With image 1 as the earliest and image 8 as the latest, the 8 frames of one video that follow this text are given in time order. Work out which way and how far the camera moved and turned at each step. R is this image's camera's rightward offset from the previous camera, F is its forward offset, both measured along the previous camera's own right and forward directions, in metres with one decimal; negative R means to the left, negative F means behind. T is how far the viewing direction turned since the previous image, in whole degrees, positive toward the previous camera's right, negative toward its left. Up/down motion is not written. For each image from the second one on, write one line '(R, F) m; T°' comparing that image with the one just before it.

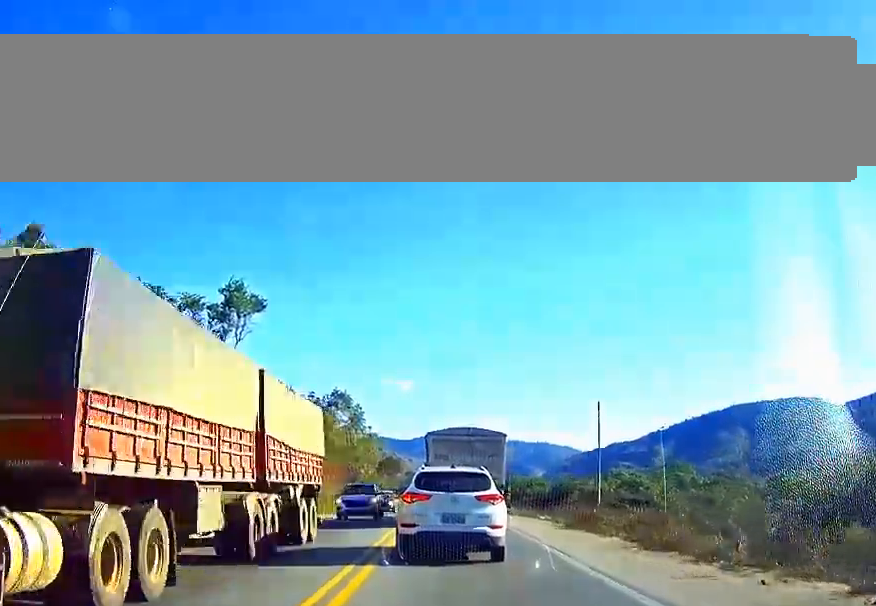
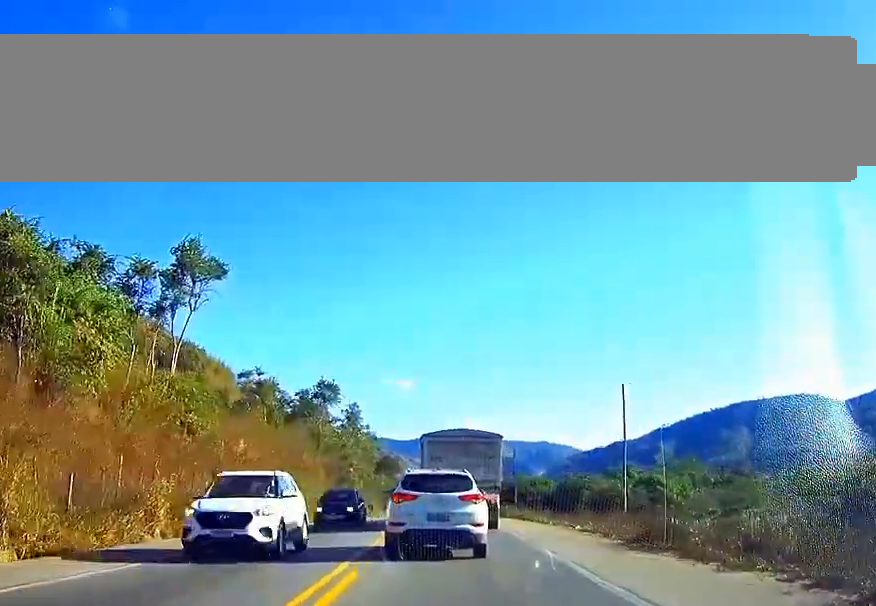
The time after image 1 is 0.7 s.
(-0.1, +10.5) m; 0°
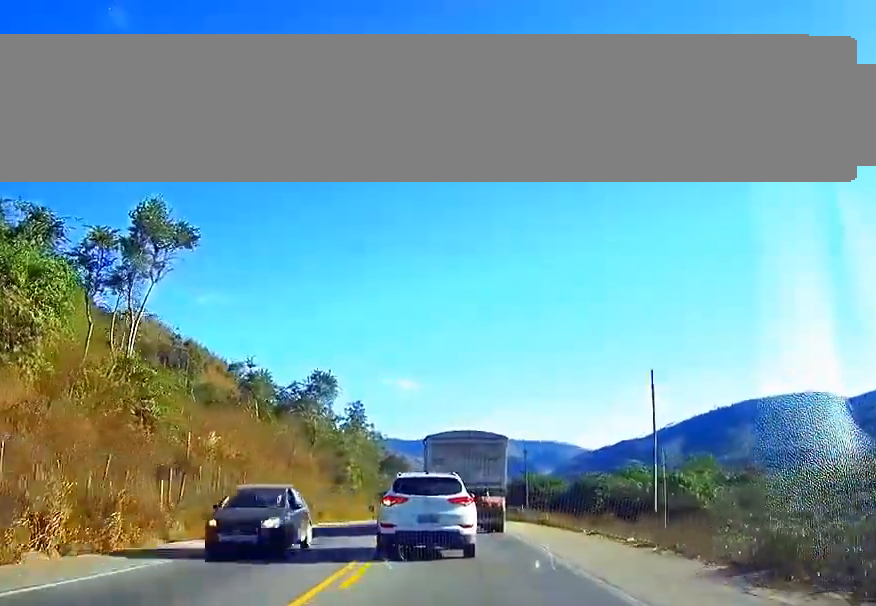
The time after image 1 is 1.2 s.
(0.0, +7.2) m; 0°
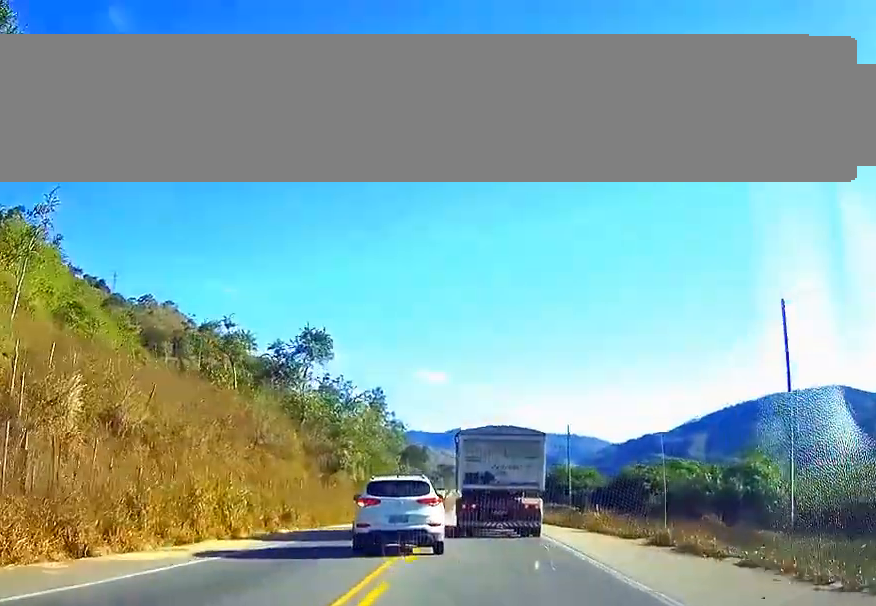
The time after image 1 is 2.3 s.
(-0.2, +19.0) m; -2°
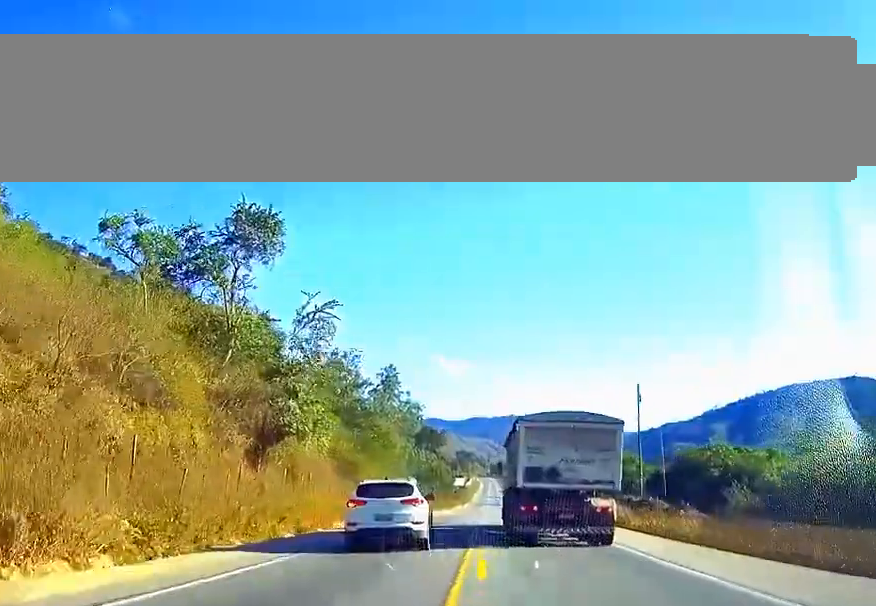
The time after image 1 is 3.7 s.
(-0.4, +26.5) m; -1°
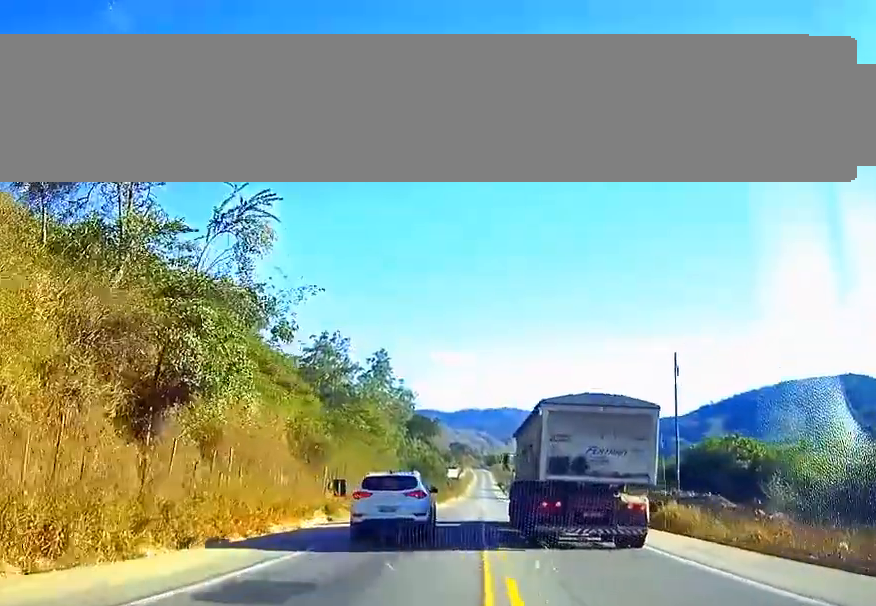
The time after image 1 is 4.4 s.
(0.0, +12.7) m; 0°
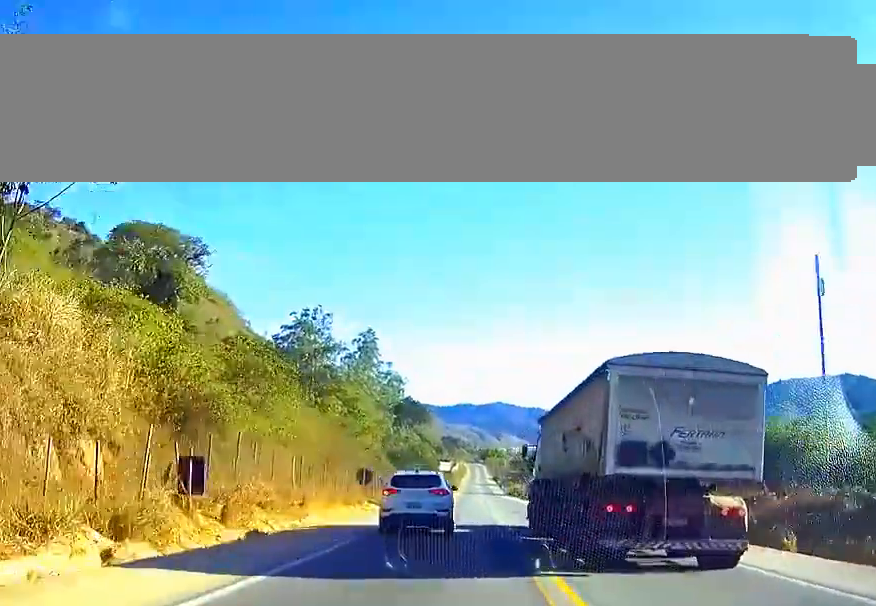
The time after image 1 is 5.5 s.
(+0.1, +23.2) m; 0°
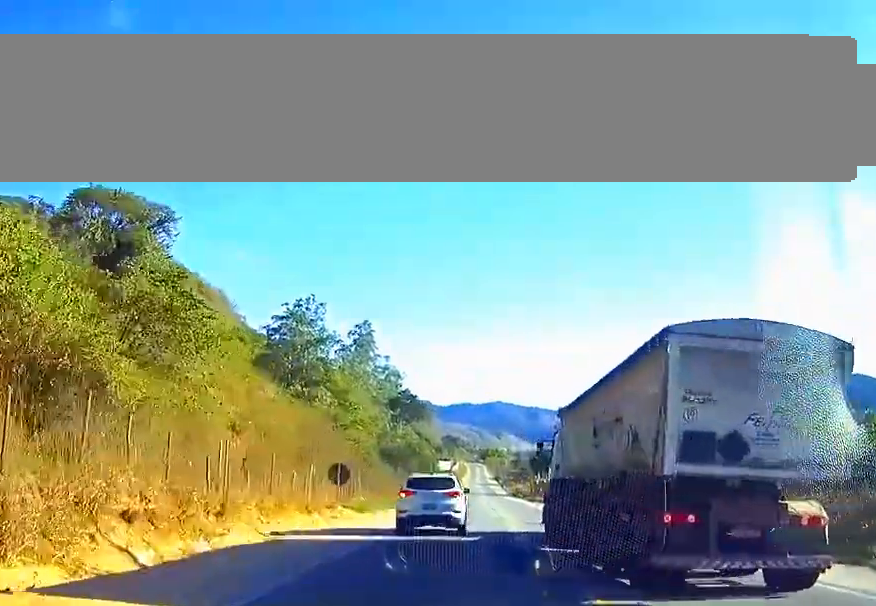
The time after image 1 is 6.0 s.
(0.0, +10.9) m; 0°
